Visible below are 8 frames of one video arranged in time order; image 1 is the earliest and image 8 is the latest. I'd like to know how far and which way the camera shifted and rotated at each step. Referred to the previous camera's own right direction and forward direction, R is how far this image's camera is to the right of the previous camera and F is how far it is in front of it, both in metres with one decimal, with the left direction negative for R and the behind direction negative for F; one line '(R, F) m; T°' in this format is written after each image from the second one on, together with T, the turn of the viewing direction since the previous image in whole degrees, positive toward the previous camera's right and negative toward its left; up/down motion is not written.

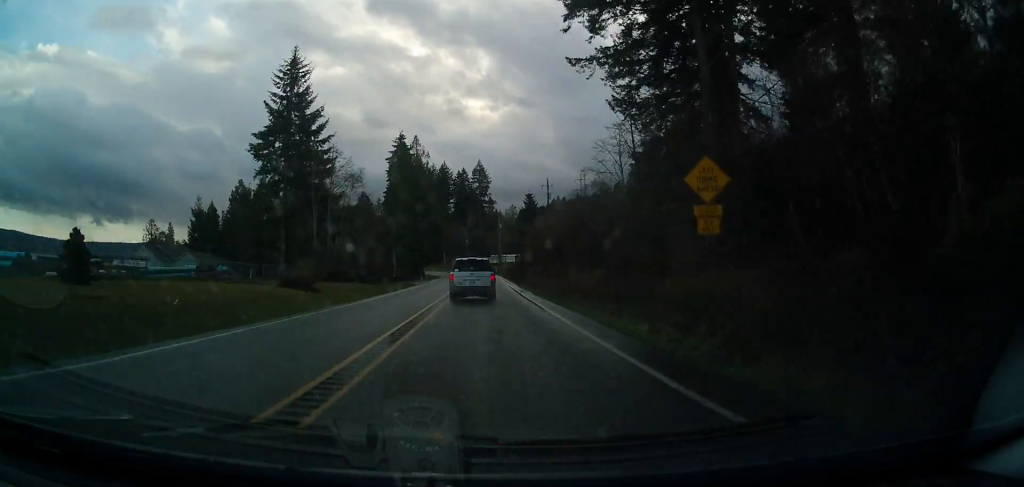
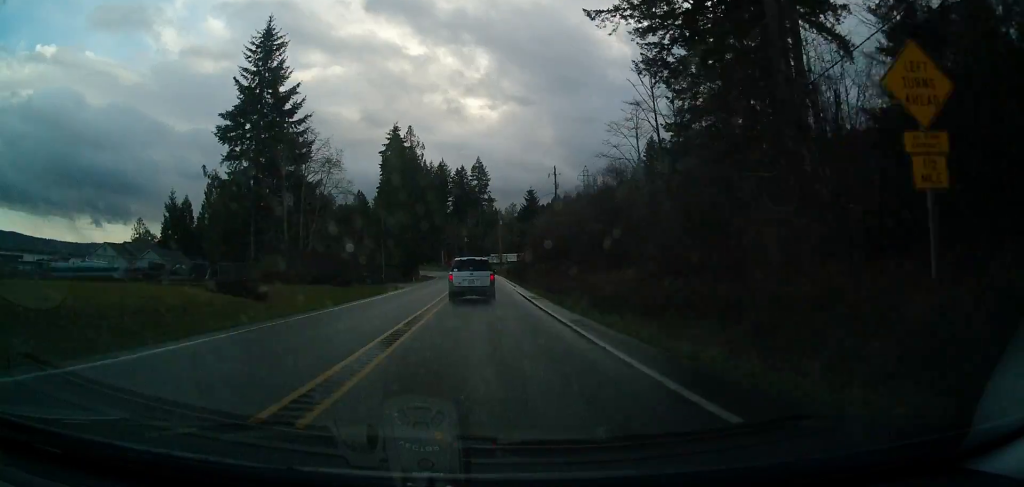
(-0.1, +8.2) m; 0°
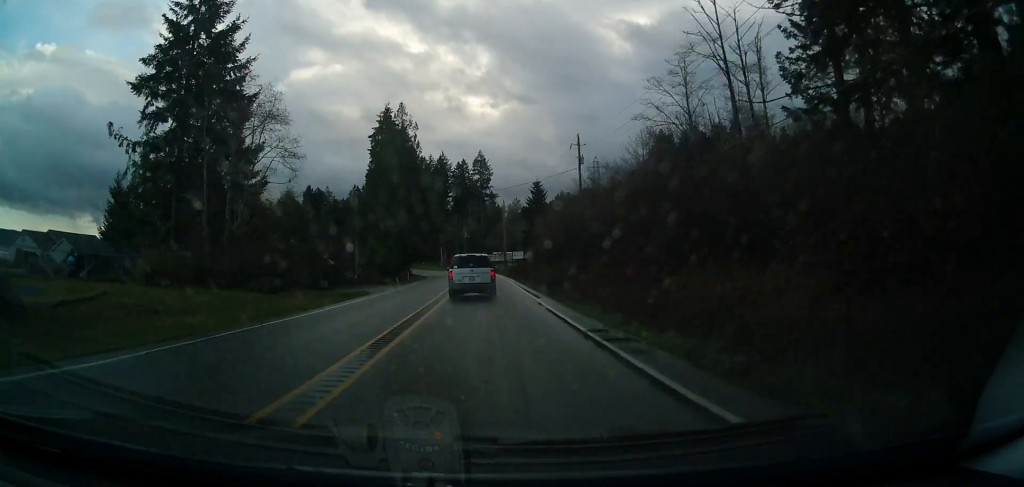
(-0.1, +14.5) m; 0°
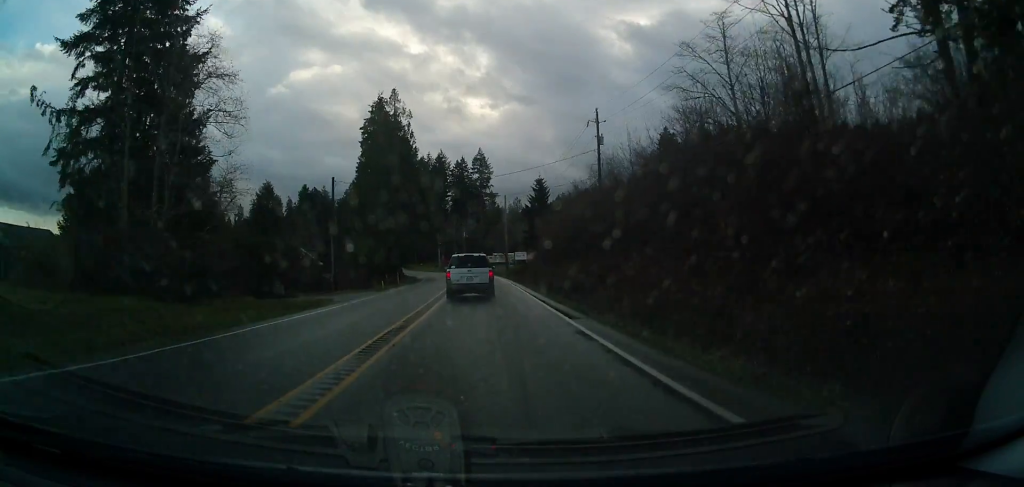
(+0.1, +8.1) m; +1°
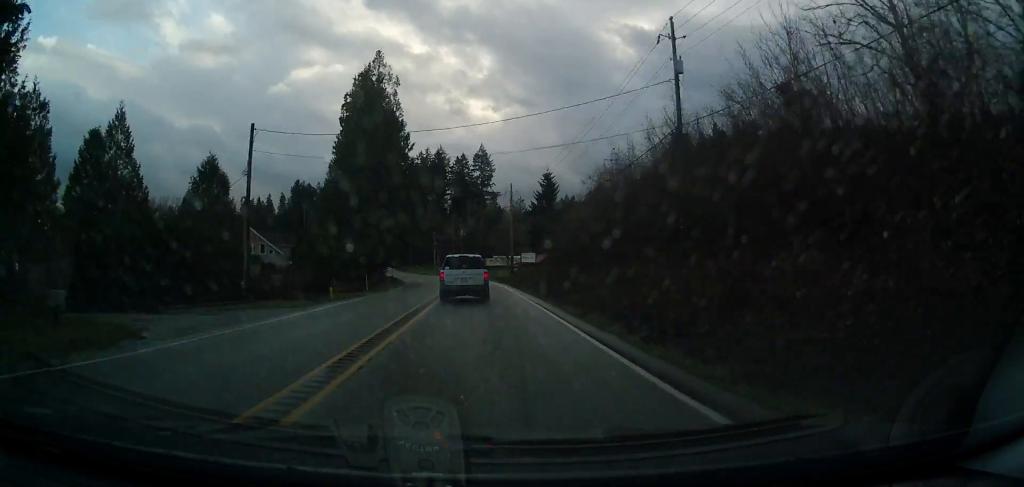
(+0.1, +16.6) m; 0°
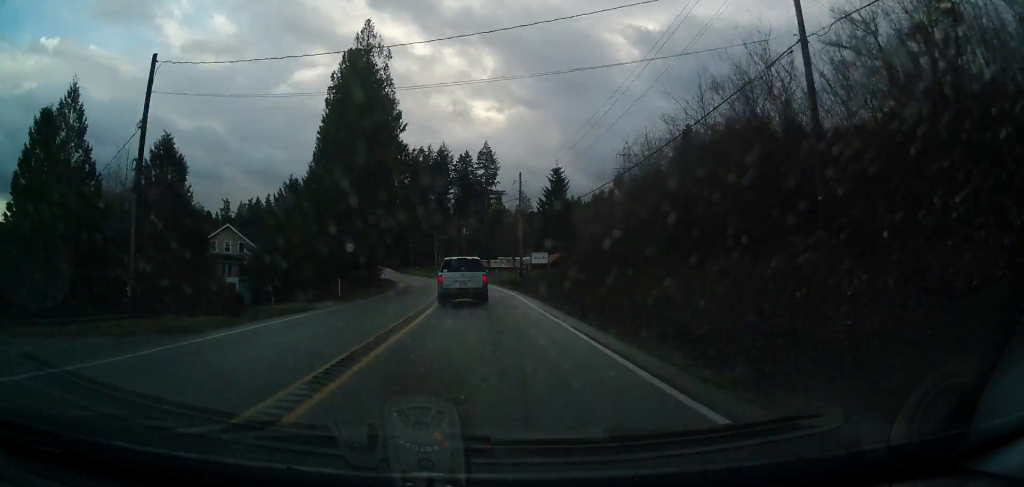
(0.0, +10.3) m; -1°
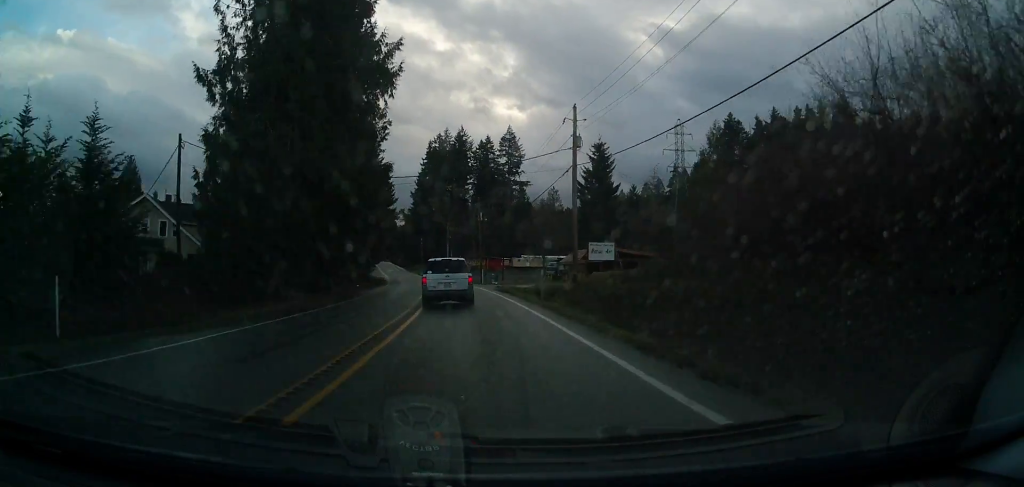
(-0.4, +28.1) m; -1°
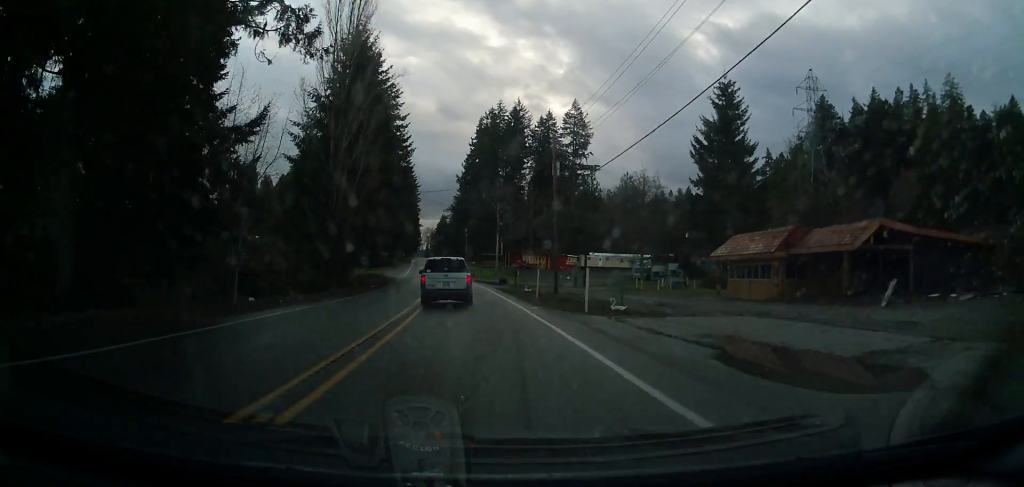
(-0.4, +37.5) m; -1°
